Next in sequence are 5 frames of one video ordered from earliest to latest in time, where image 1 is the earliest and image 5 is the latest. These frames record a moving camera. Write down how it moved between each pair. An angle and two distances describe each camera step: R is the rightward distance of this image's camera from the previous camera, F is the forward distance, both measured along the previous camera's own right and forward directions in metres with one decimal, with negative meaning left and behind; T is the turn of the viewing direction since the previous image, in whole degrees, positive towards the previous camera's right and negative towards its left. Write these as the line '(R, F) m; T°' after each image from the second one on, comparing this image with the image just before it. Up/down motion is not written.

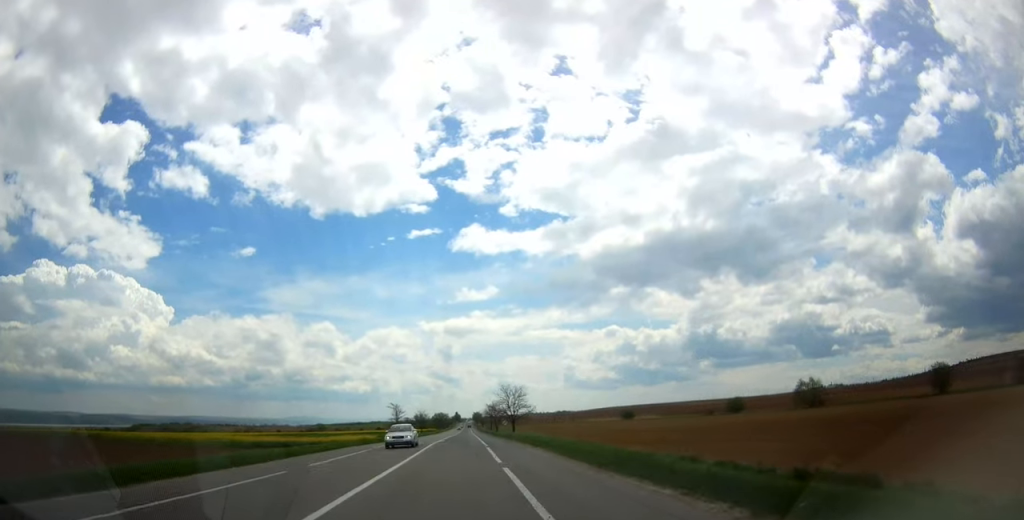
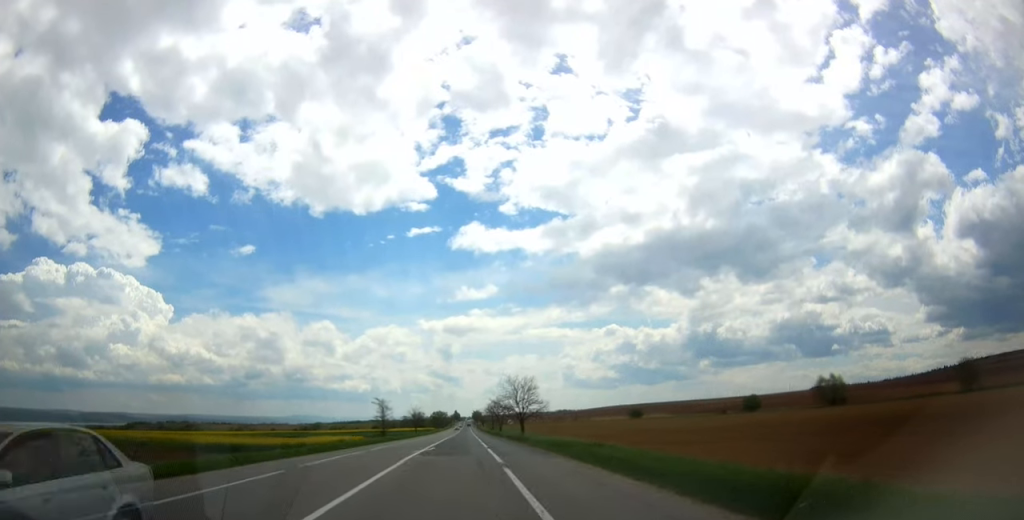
(+0.2, +15.6) m; +1°
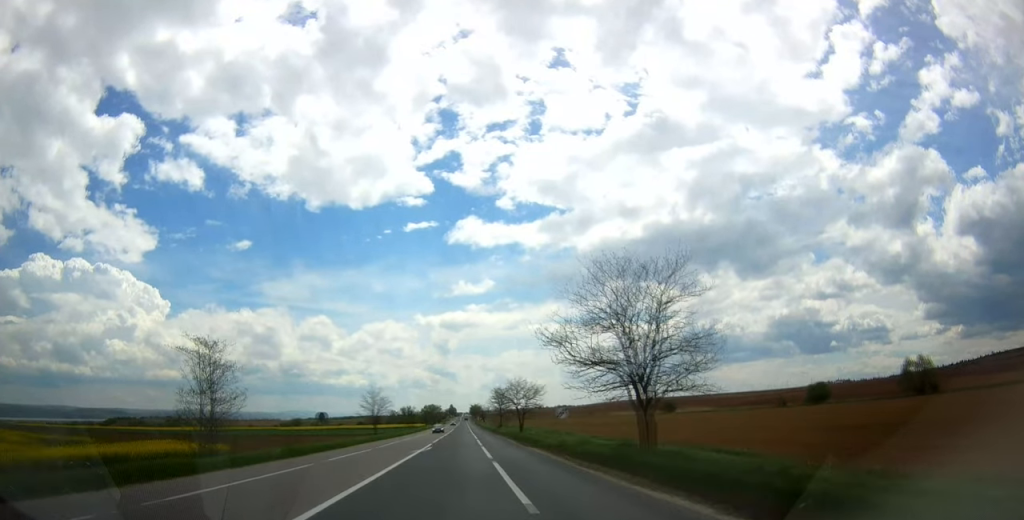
(+1.0, +55.1) m; +1°
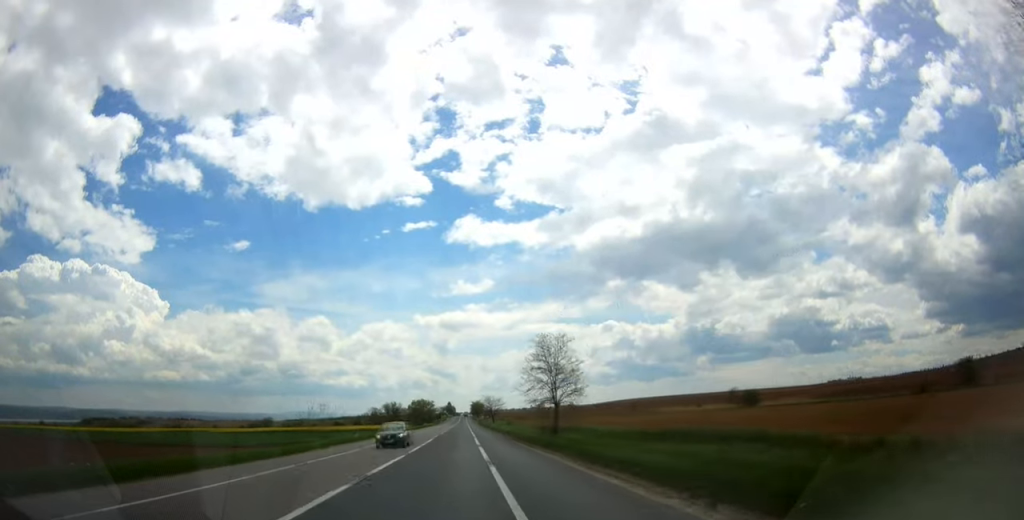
(-0.7, +77.1) m; 0°
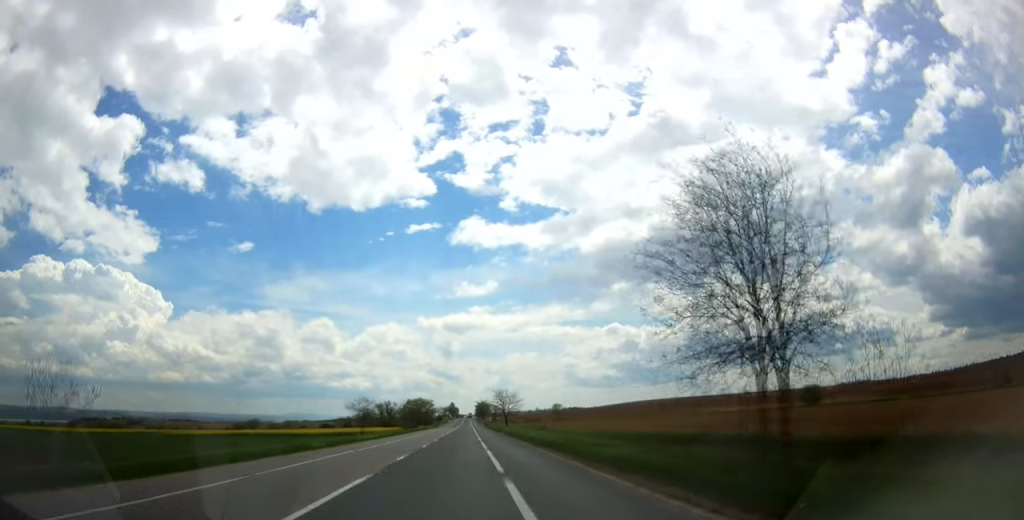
(+0.2, +35.1) m; 0°
